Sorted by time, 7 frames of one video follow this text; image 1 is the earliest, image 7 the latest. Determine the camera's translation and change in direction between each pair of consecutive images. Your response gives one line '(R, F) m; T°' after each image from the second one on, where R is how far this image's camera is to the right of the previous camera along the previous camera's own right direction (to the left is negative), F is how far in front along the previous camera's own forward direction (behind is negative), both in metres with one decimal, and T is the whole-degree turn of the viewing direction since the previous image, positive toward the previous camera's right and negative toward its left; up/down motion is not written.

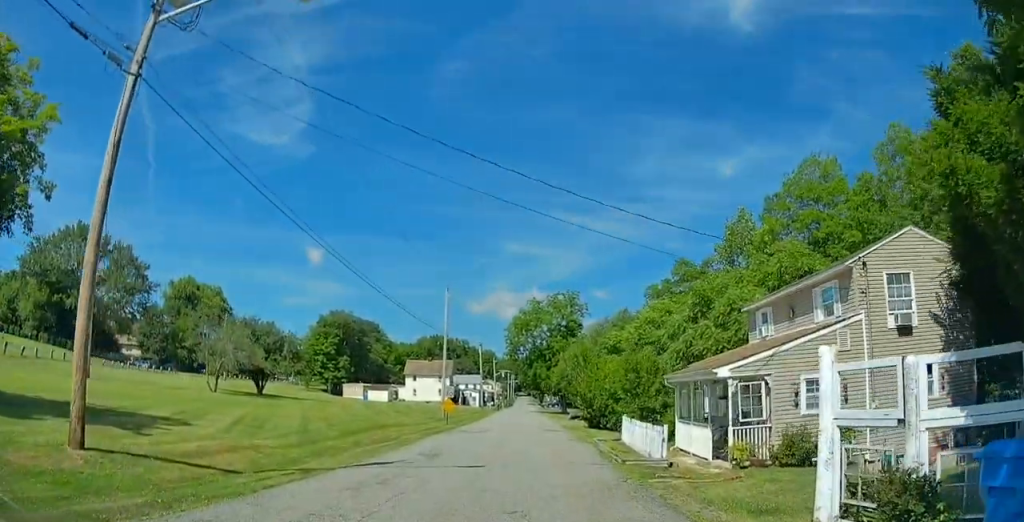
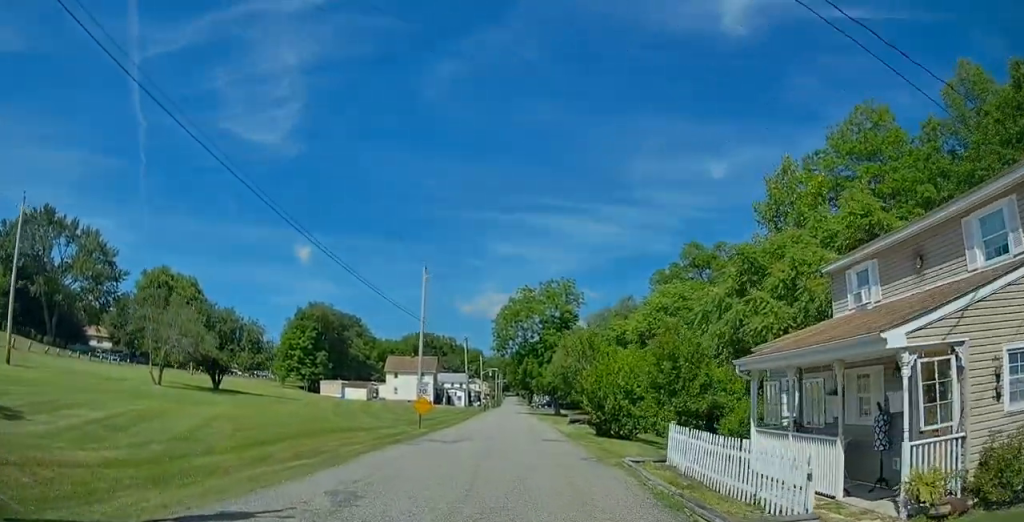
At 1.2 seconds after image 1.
(-0.1, +7.4) m; +2°
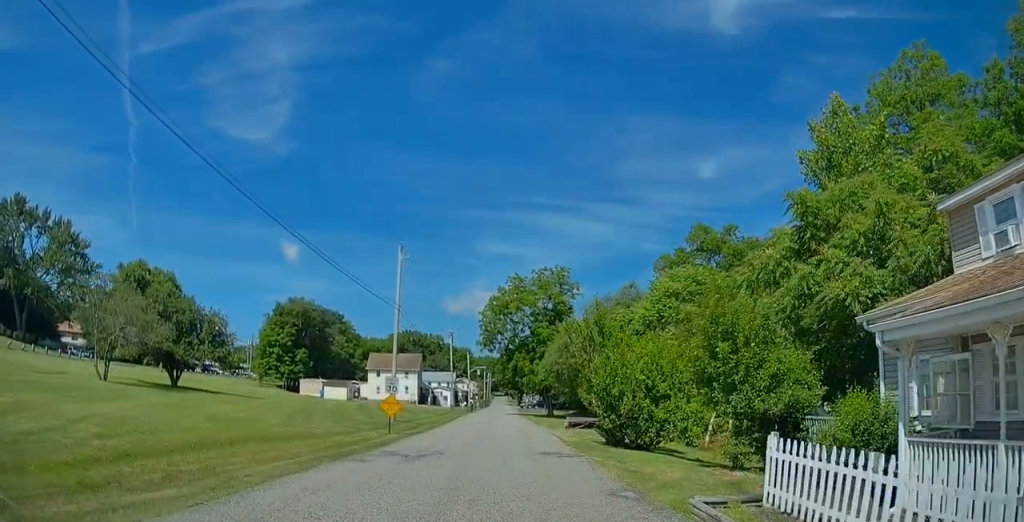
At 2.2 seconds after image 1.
(+0.3, +5.8) m; +1°
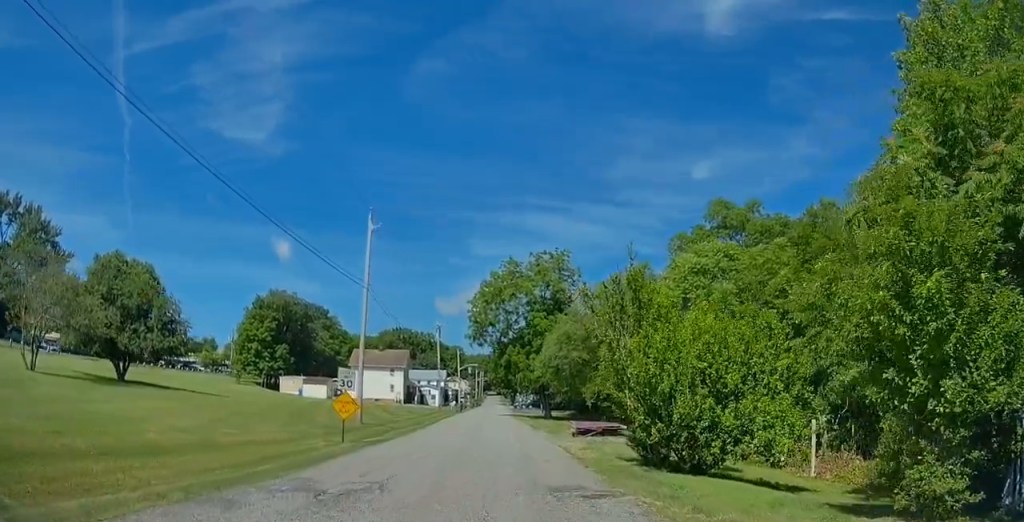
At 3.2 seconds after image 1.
(-0.1, +7.1) m; 0°
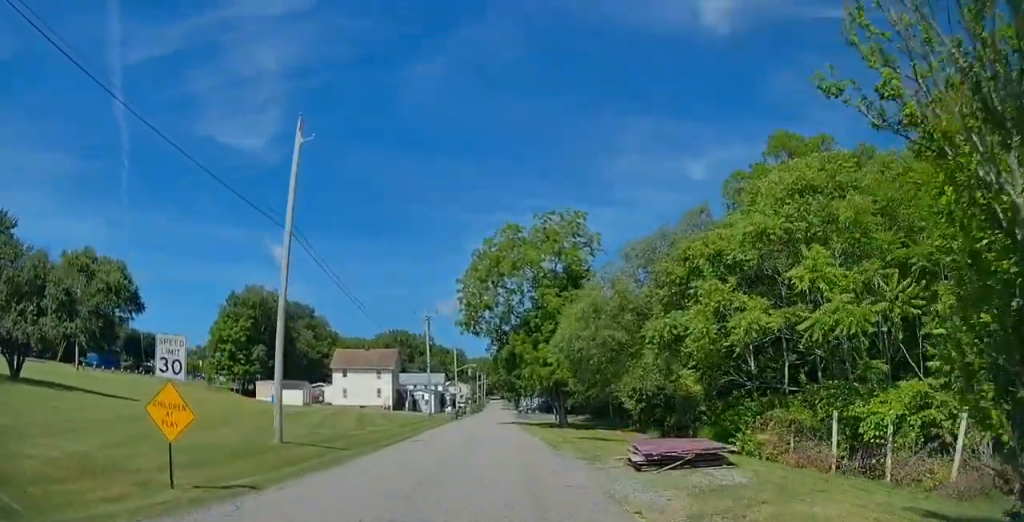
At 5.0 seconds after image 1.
(+0.1, +12.0) m; 0°
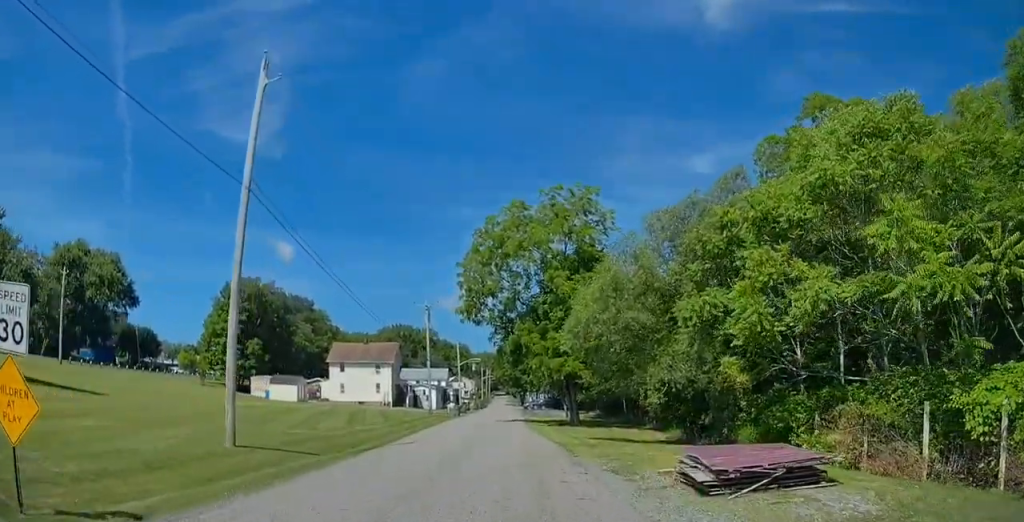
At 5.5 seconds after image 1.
(-0.3, +3.9) m; 0°
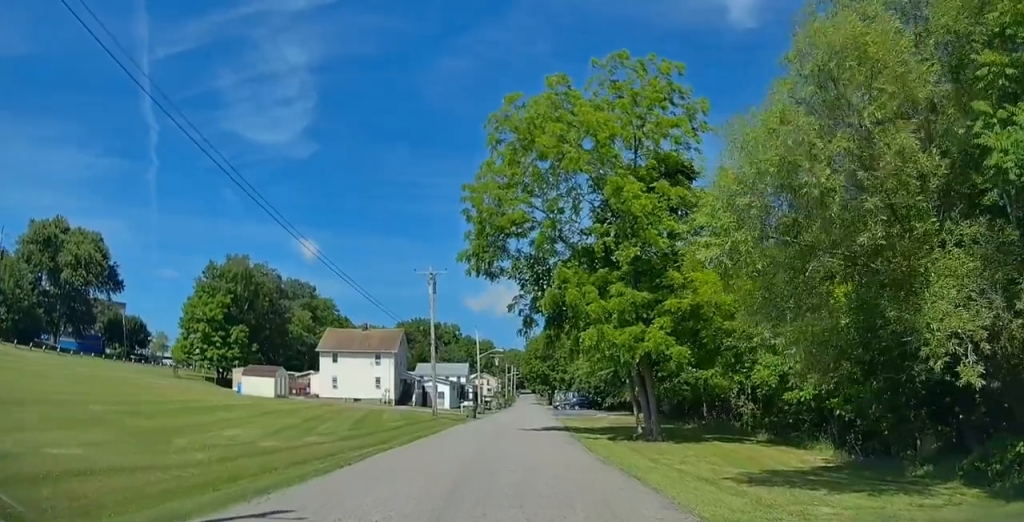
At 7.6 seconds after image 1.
(0.0, +14.9) m; -6°
